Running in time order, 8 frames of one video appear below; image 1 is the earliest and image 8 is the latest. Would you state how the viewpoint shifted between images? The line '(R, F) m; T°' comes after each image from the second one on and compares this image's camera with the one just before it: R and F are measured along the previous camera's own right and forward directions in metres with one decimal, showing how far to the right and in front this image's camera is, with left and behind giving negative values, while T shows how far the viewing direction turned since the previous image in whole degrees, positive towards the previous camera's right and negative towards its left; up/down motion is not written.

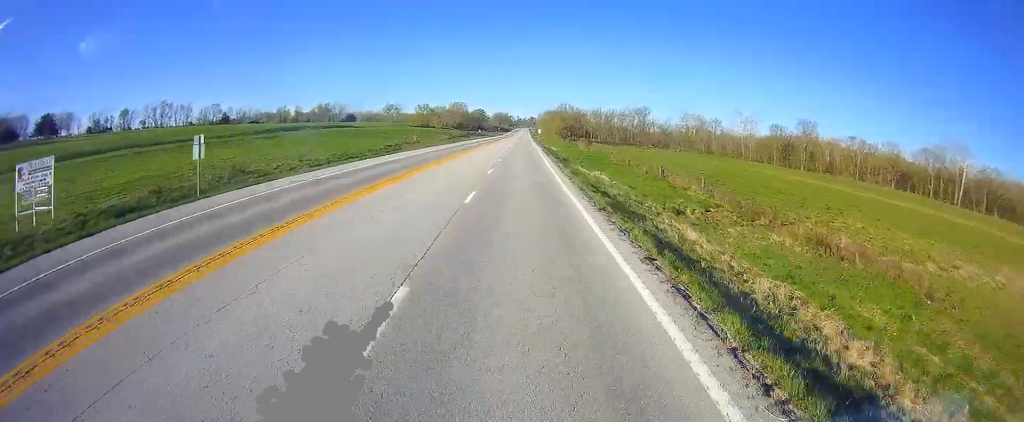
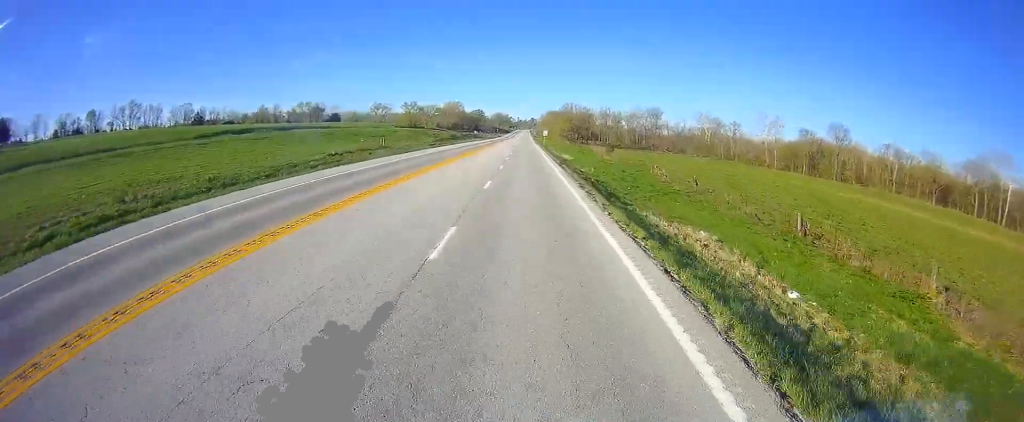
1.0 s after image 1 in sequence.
(+0.1, +31.3) m; 0°
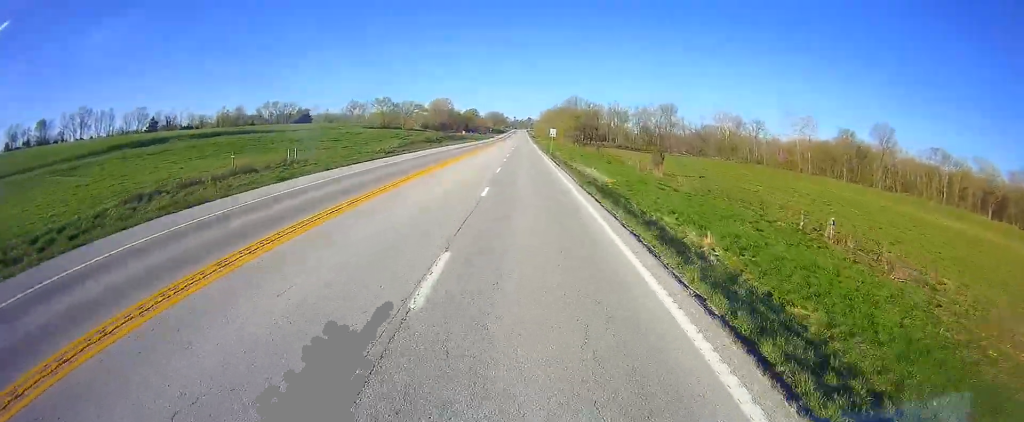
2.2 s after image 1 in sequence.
(-0.3, +38.4) m; 0°
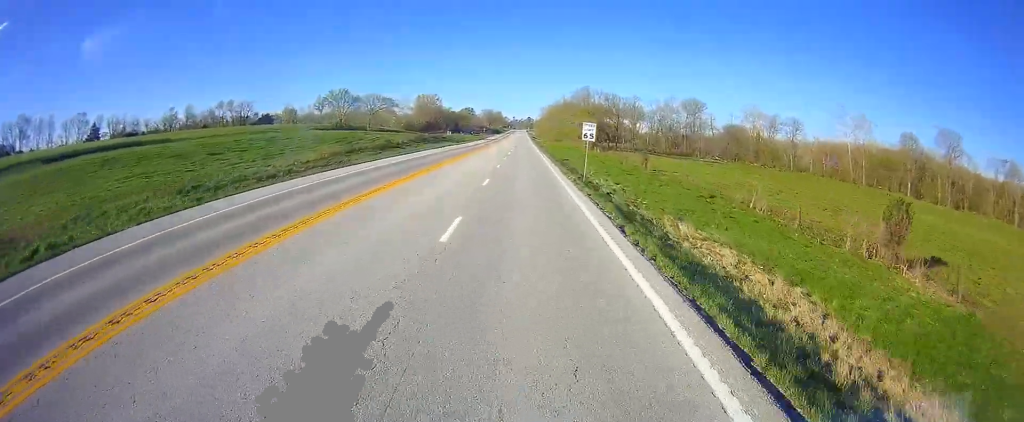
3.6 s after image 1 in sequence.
(+0.7, +43.5) m; 0°
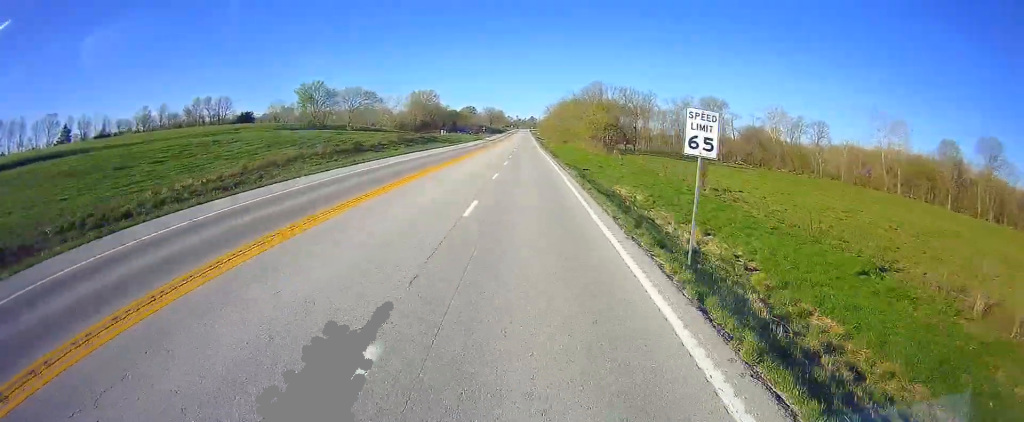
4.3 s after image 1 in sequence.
(-0.4, +20.7) m; 0°
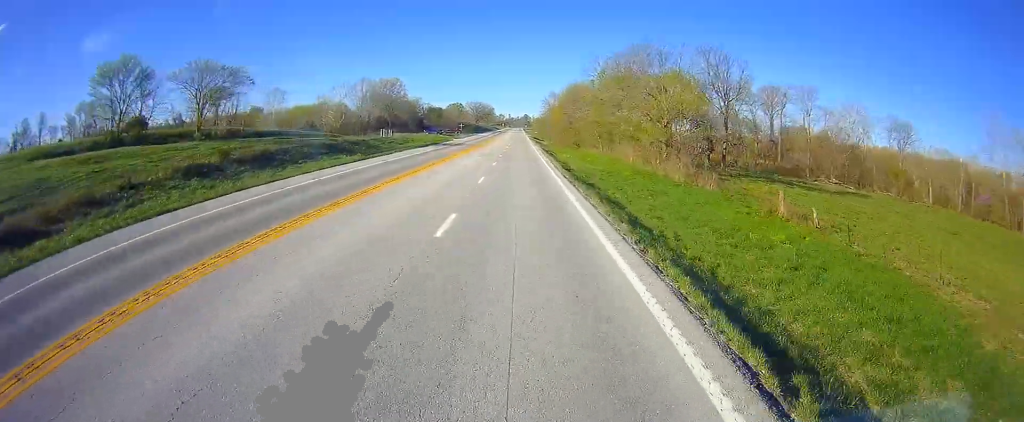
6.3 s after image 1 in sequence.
(0.0, +63.1) m; 0°
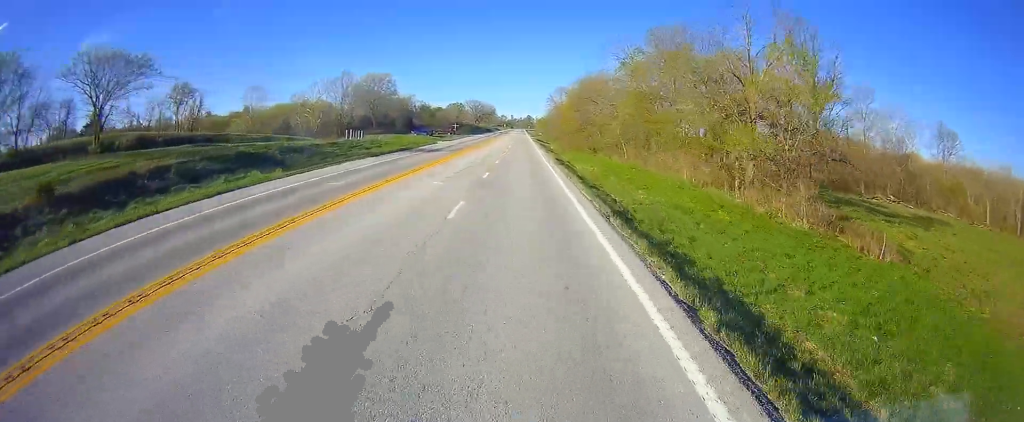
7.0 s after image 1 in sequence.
(+0.1, +21.8) m; 0°
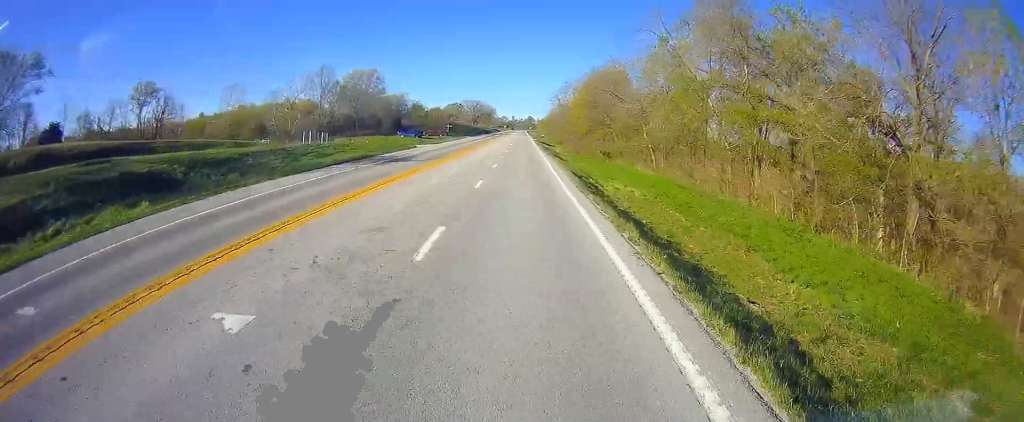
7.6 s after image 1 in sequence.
(+0.3, +16.6) m; 0°
